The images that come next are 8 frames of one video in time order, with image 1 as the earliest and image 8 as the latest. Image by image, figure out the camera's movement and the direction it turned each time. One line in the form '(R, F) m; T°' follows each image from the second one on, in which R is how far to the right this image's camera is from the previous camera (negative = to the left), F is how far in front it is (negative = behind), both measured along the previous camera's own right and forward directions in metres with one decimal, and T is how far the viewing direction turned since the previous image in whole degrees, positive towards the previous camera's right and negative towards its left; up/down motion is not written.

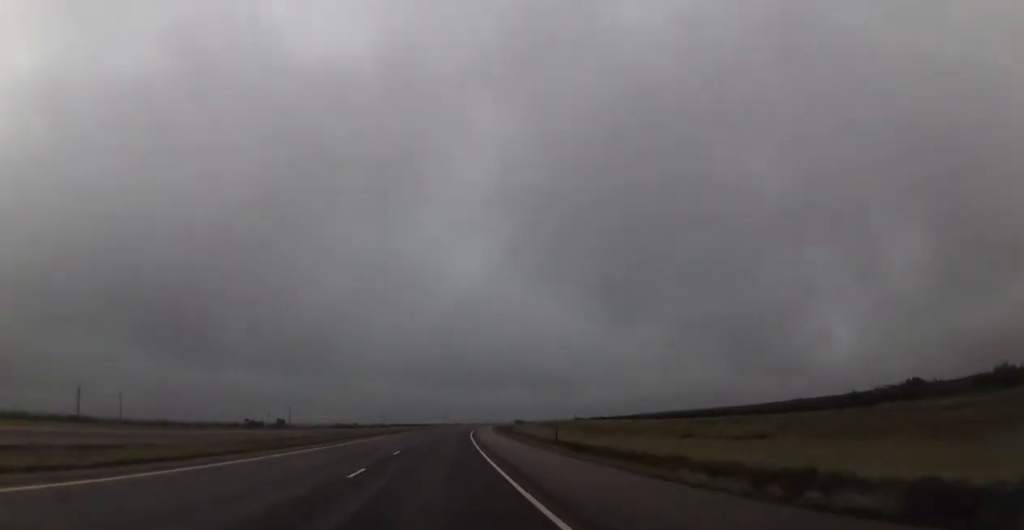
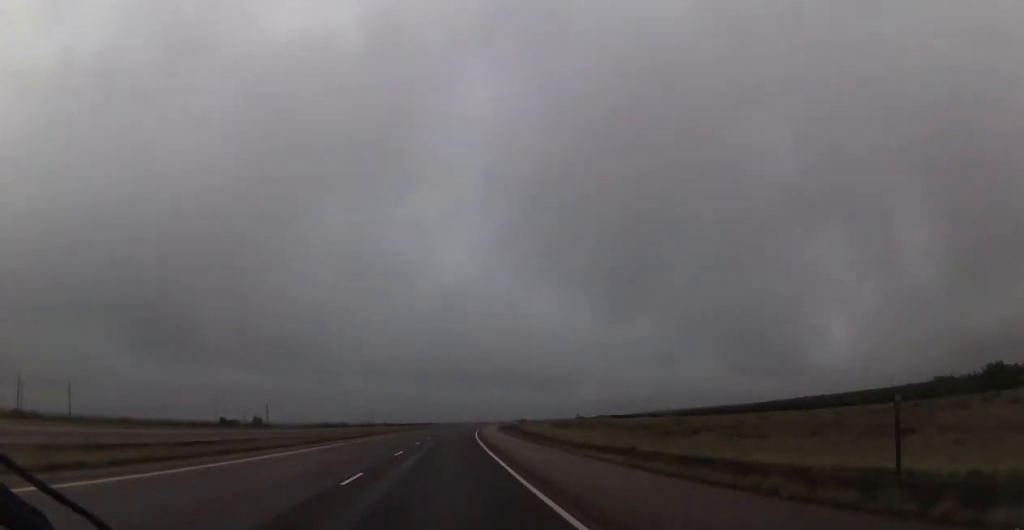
(+0.1, +26.6) m; +1°
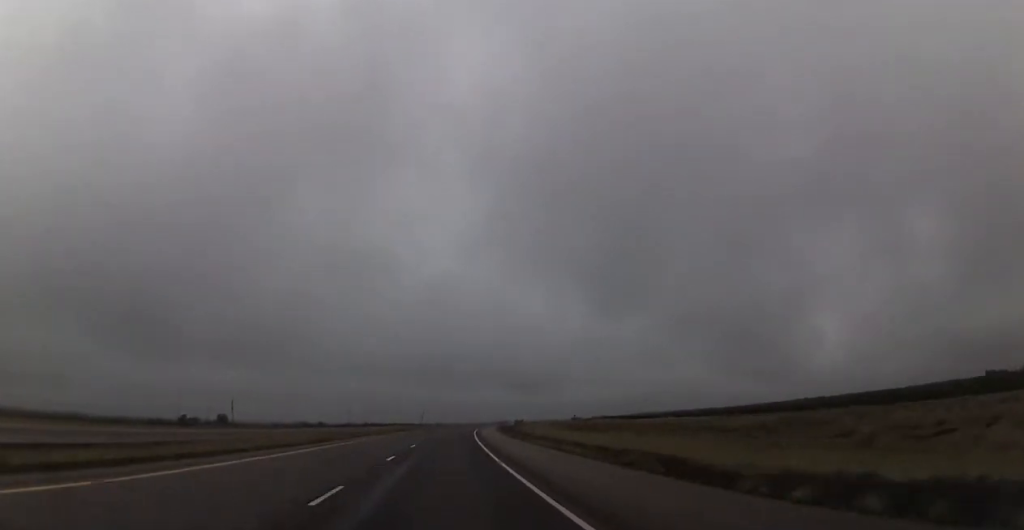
(+0.3, +27.9) m; +1°
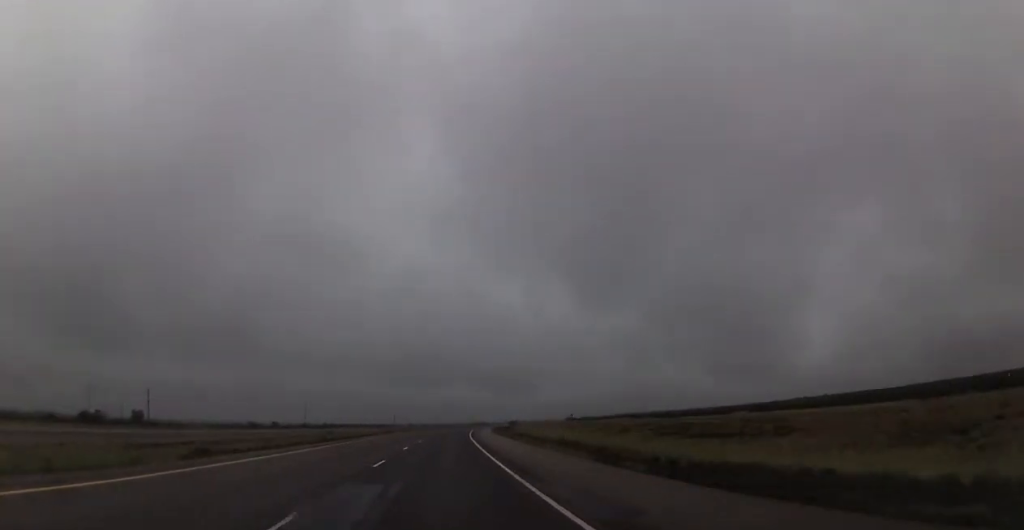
(+0.8, +52.1) m; +2°
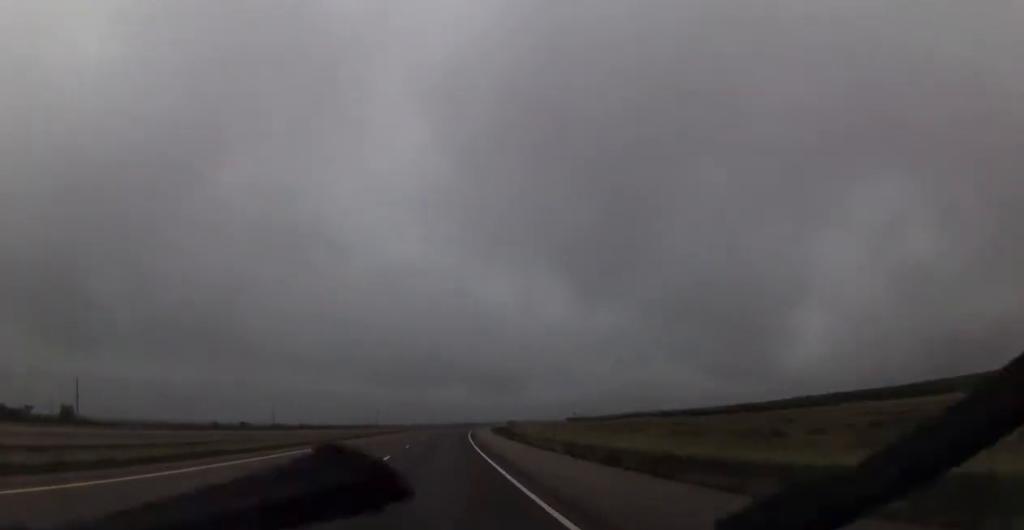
(+0.4, +32.7) m; +1°
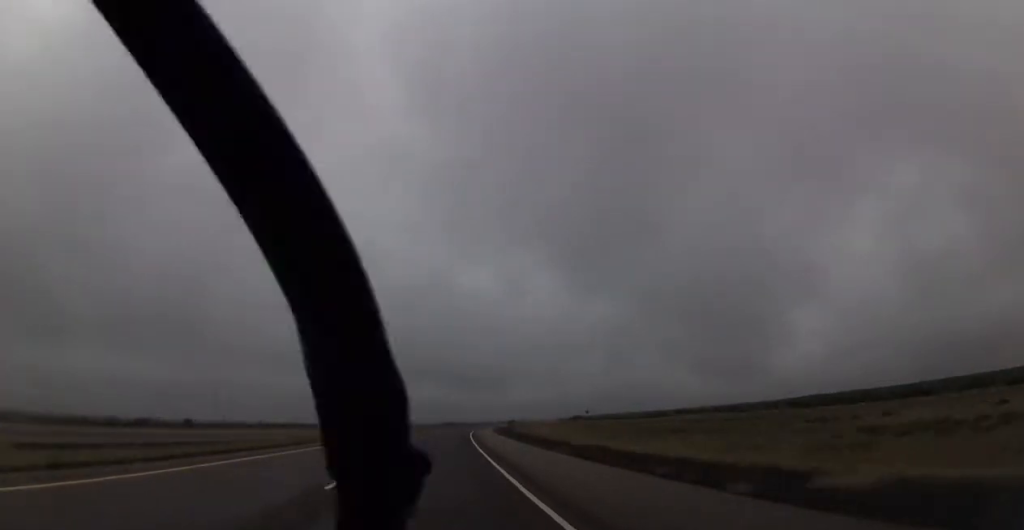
(+0.6, +47.2) m; +1°
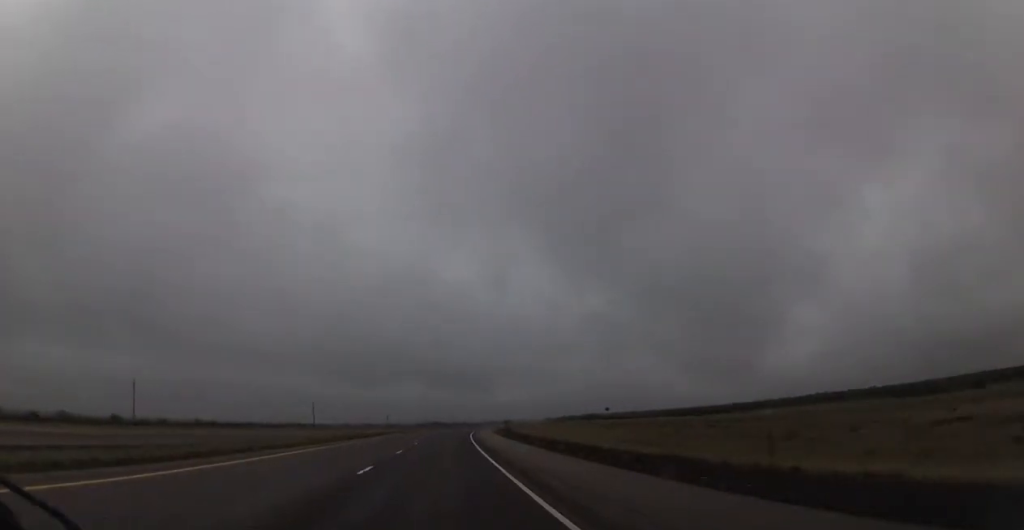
(+0.7, +44.7) m; +1°
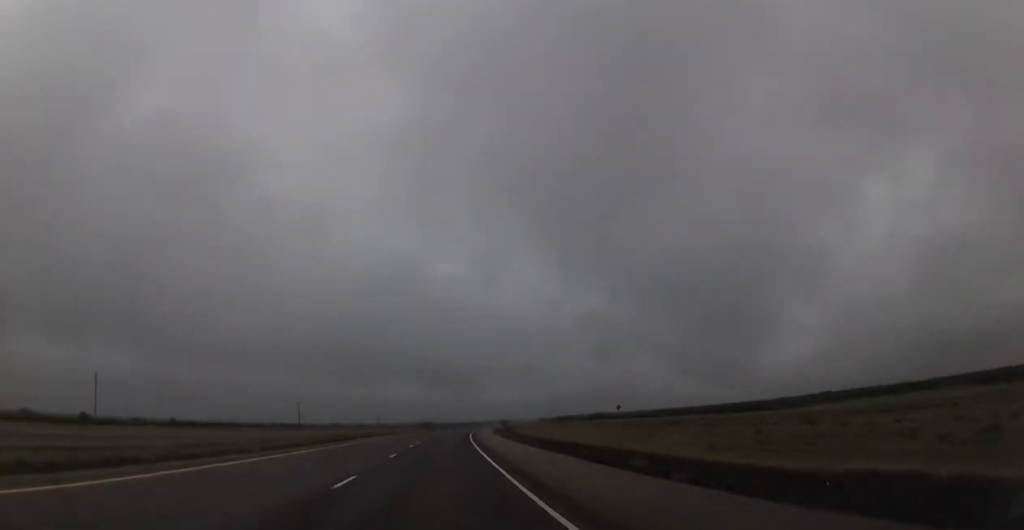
(0.0, +15.7) m; 0°
